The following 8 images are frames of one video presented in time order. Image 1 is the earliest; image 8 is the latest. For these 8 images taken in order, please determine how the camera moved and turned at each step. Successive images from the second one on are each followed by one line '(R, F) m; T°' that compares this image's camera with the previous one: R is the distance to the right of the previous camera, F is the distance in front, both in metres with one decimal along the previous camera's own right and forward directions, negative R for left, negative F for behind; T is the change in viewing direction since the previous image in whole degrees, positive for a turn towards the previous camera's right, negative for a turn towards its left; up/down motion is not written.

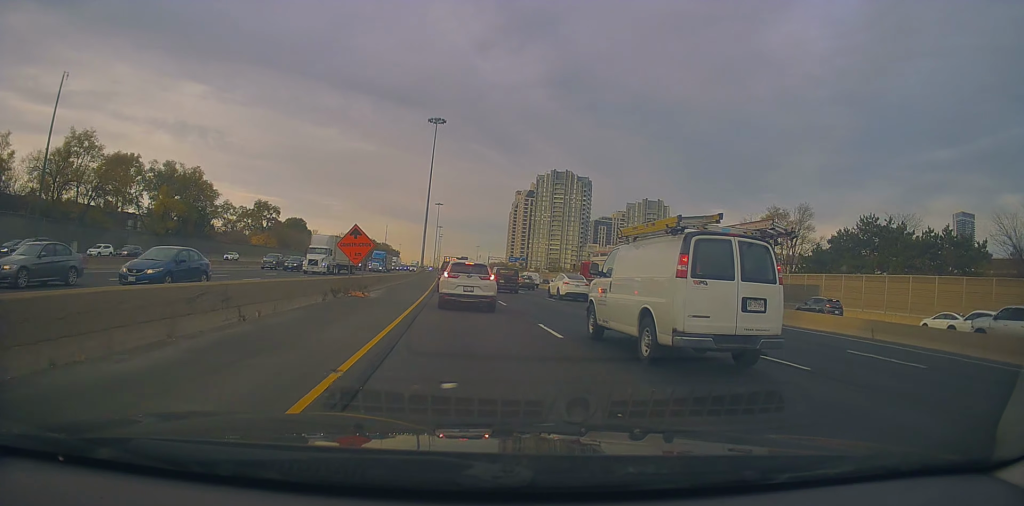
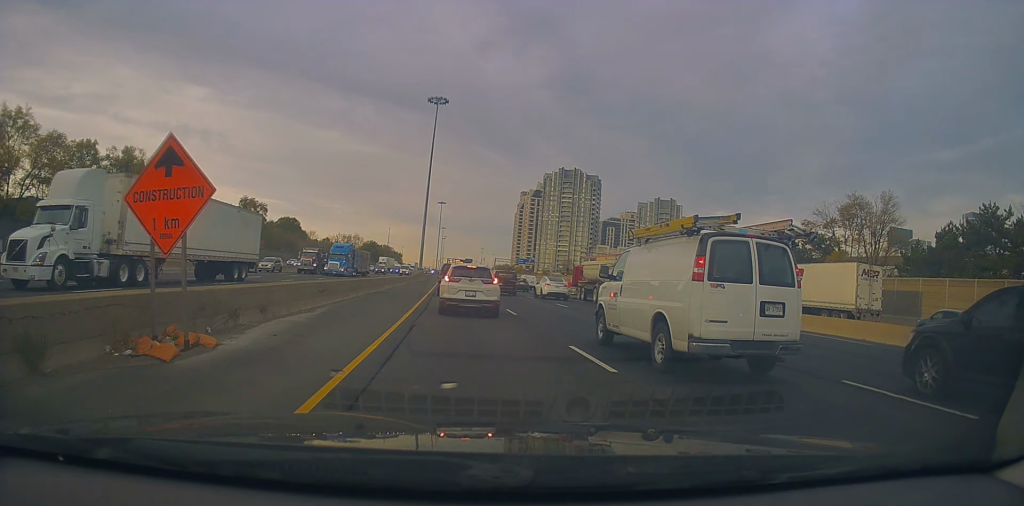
(+0.3, +16.5) m; +2°
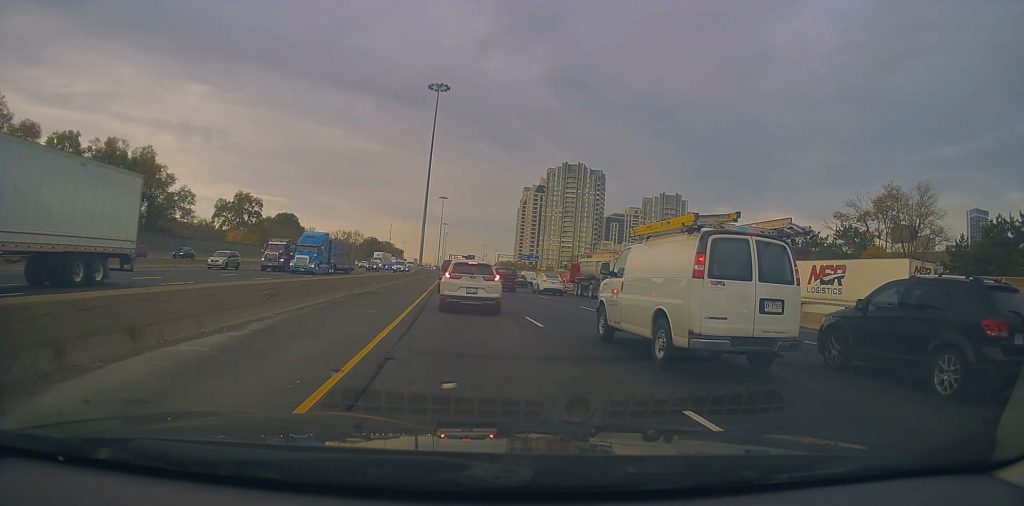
(+0.2, +6.2) m; 0°
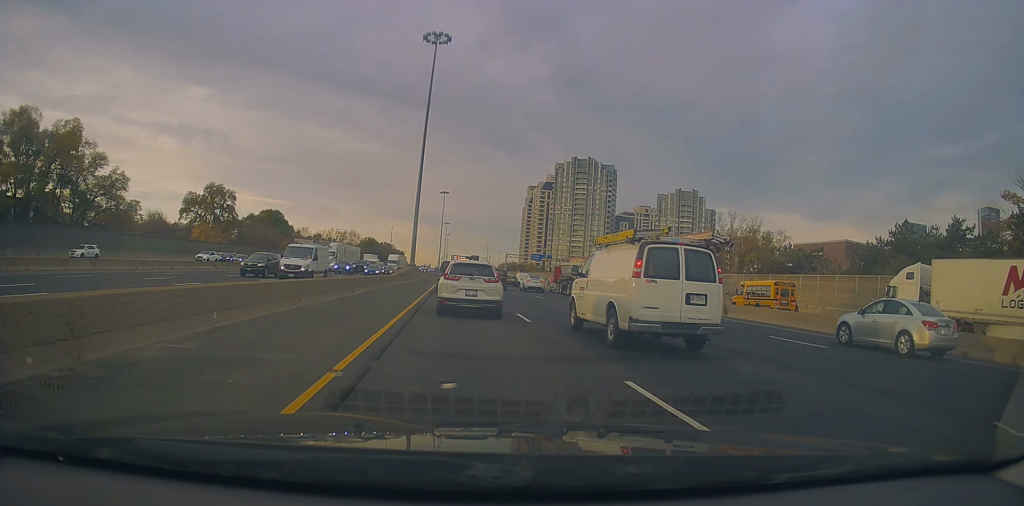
(-0.9, +22.9) m; -2°
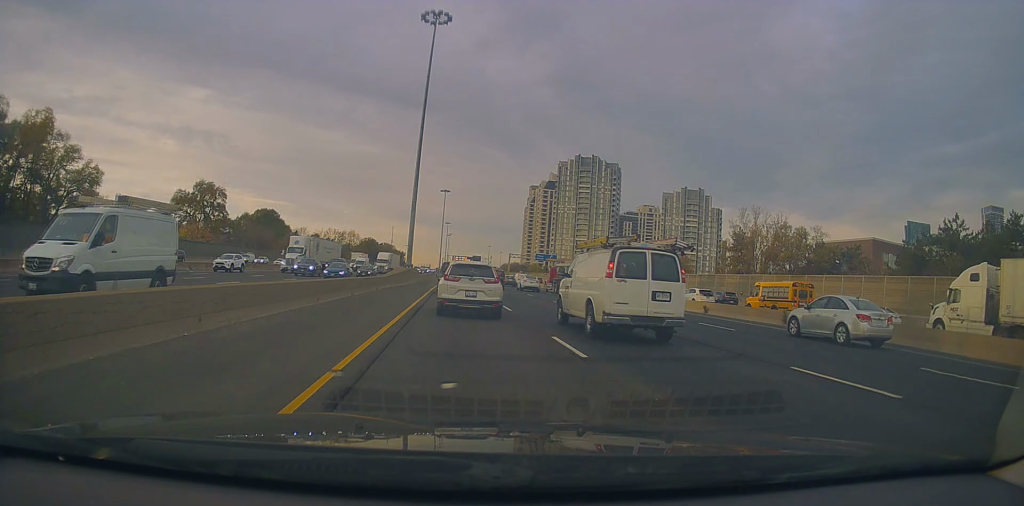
(+0.1, +6.8) m; -1°
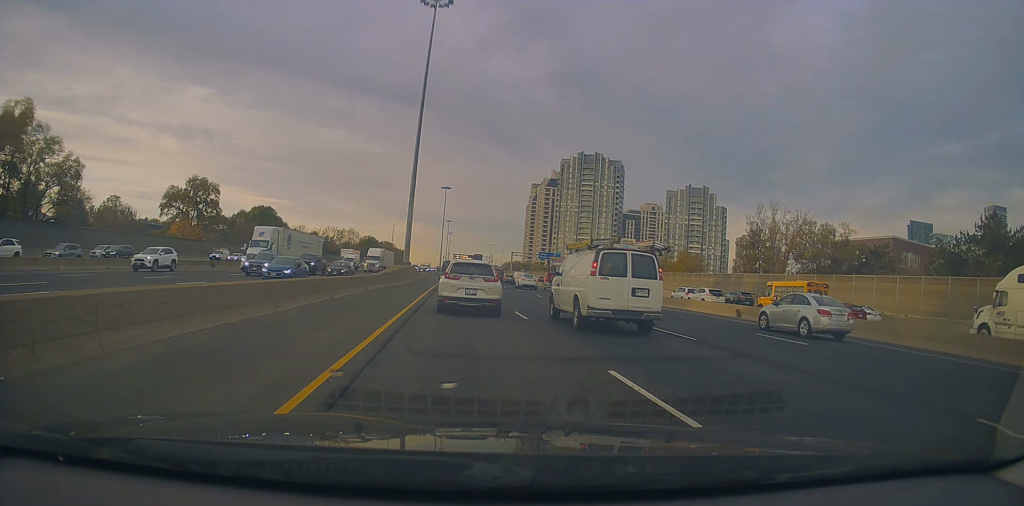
(+0.1, +4.7) m; -1°
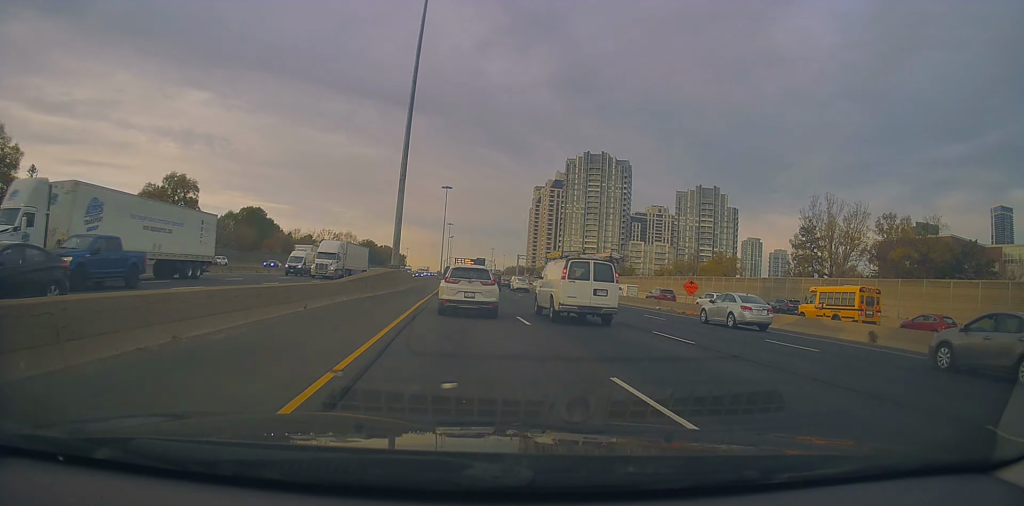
(-0.3, +11.9) m; 0°
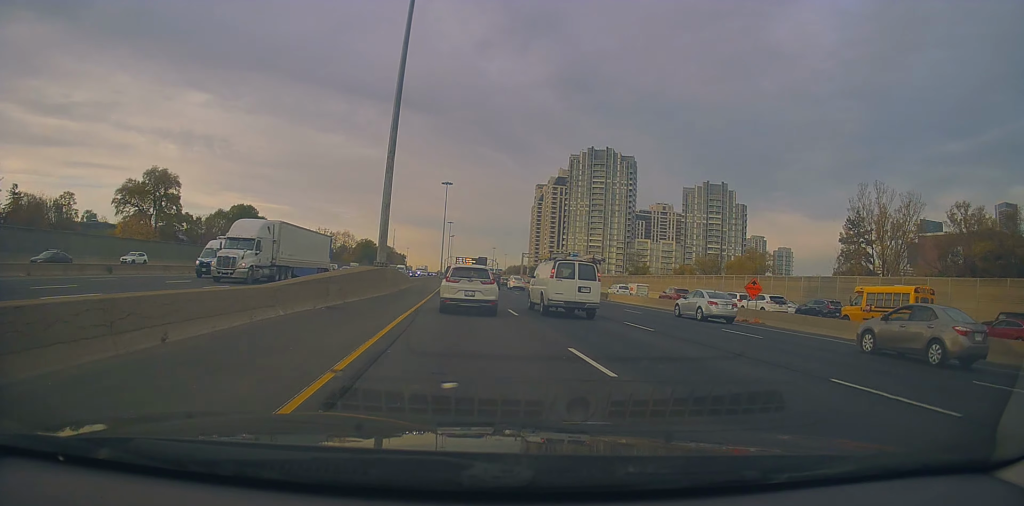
(+0.3, +8.0) m; 0°
